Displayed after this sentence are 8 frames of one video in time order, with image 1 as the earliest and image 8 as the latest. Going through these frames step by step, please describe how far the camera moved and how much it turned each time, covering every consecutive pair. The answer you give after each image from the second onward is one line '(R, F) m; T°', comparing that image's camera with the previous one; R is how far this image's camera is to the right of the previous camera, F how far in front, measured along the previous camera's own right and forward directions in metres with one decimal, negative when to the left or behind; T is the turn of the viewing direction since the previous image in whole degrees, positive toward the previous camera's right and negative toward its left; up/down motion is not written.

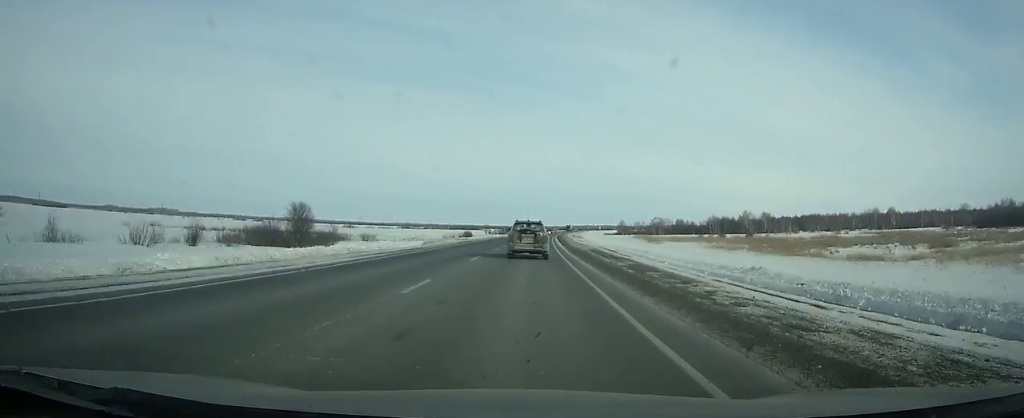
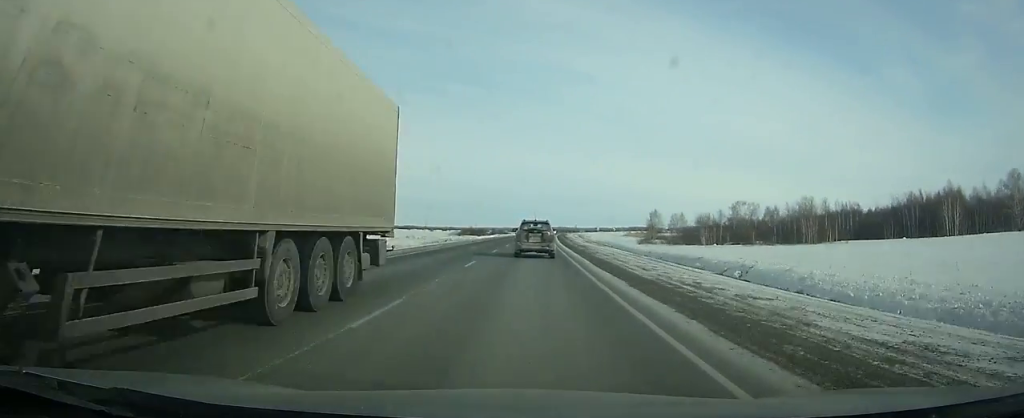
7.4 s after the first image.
(+8.4, +207.9) m; +4°
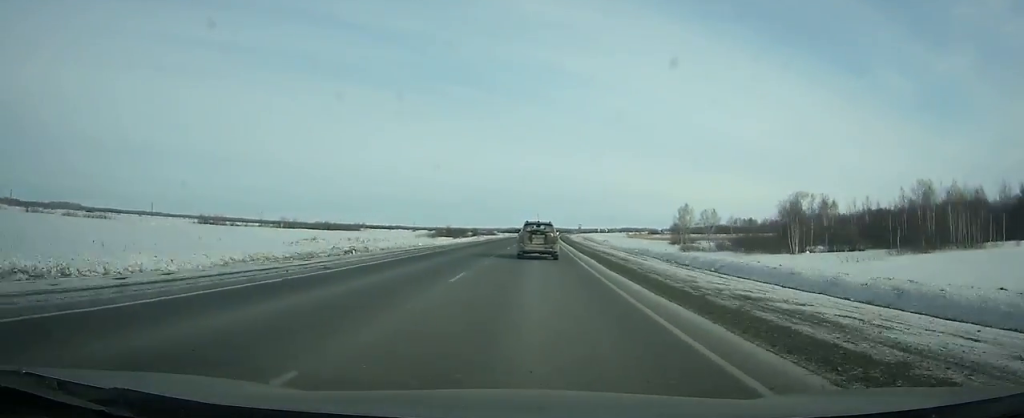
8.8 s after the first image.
(-0.1, +40.1) m; +1°
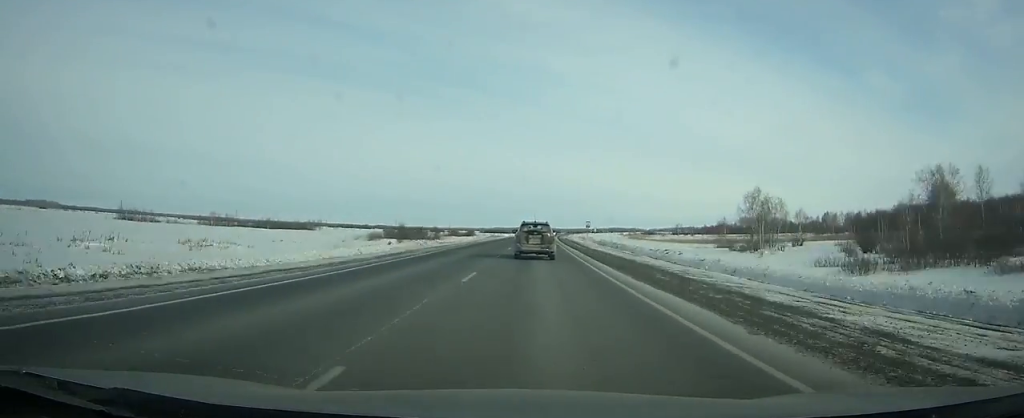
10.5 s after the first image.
(+1.0, +48.8) m; +1°
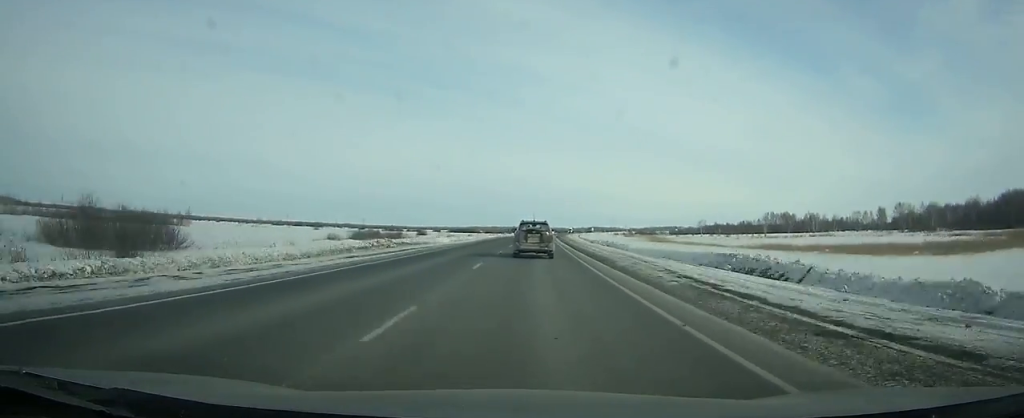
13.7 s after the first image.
(+1.9, +92.2) m; +2°
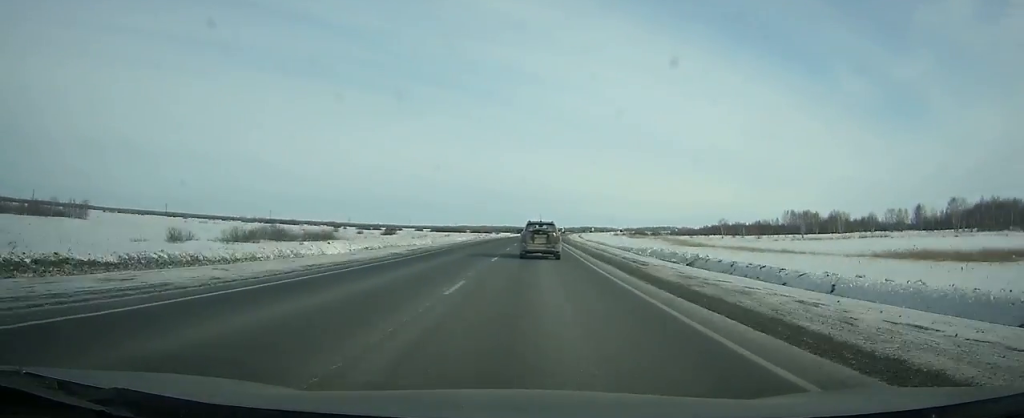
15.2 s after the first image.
(+0.2, +43.5) m; +1°
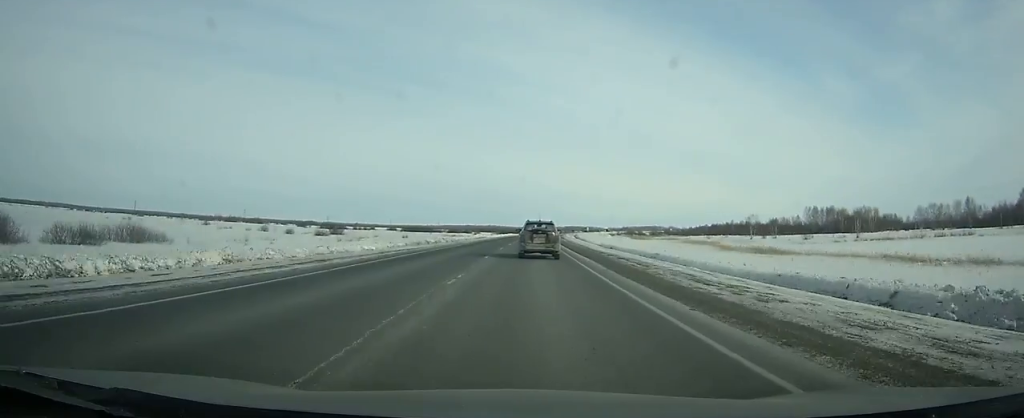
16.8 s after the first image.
(+0.6, +46.5) m; +1°
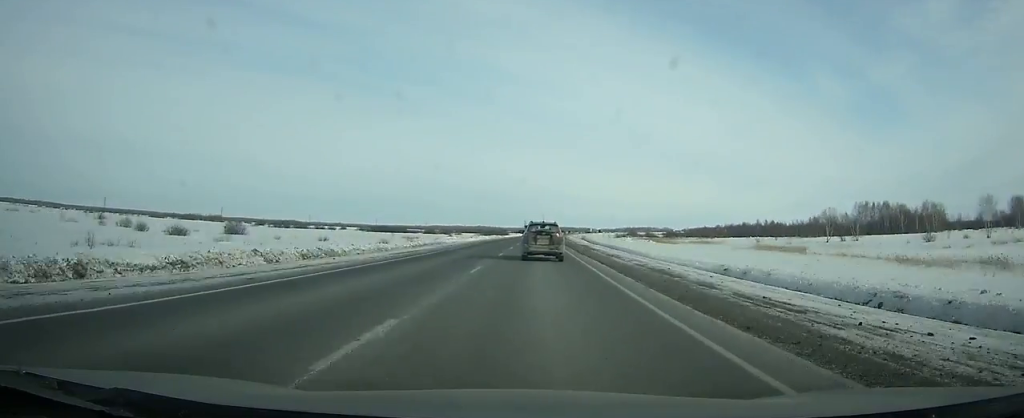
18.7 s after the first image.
(+0.6, +55.3) m; +1°
